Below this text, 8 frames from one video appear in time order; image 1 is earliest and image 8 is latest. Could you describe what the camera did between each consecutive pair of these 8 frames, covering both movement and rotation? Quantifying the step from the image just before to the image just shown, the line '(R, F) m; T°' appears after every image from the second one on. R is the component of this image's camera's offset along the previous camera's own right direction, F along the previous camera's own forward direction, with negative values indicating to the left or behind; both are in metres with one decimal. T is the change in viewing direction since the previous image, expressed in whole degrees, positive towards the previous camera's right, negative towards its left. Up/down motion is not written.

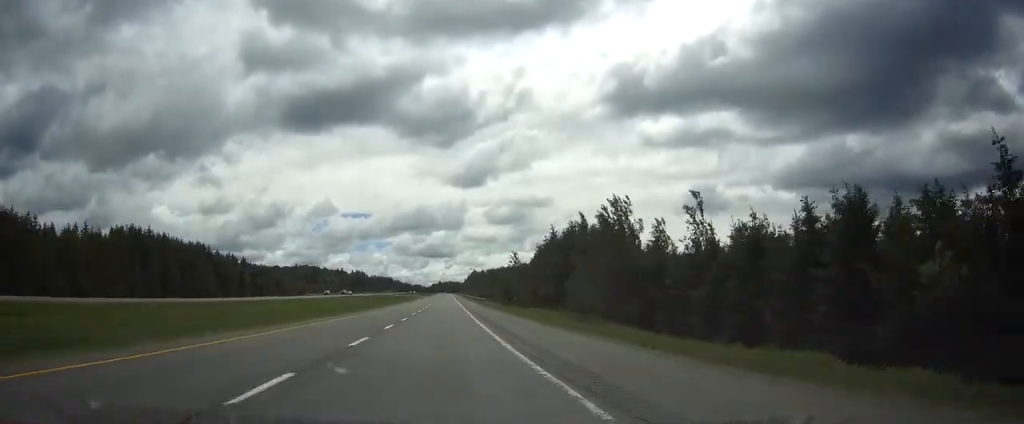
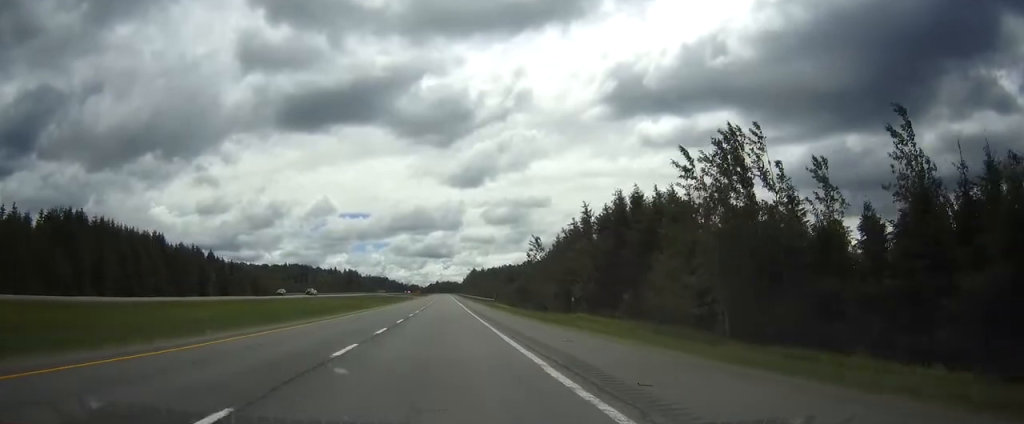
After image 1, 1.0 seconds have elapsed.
(-0.1, +30.7) m; 0°
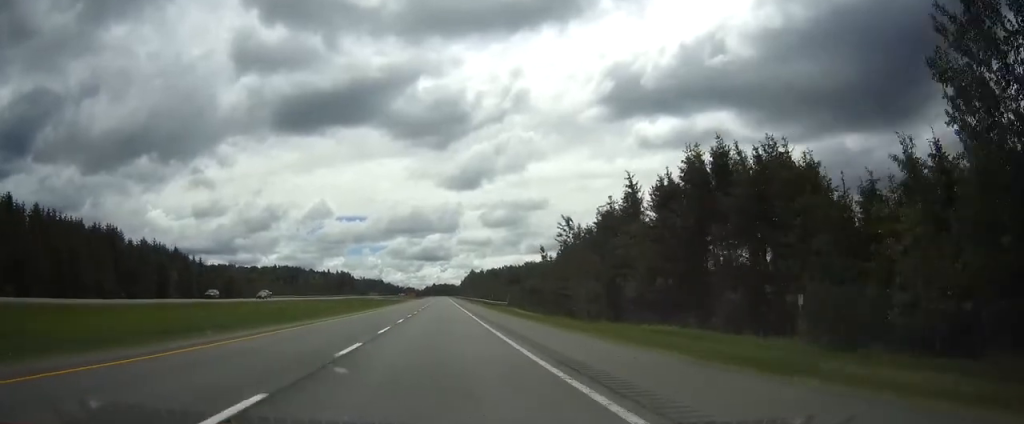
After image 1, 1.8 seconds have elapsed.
(+0.1, +24.6) m; 0°
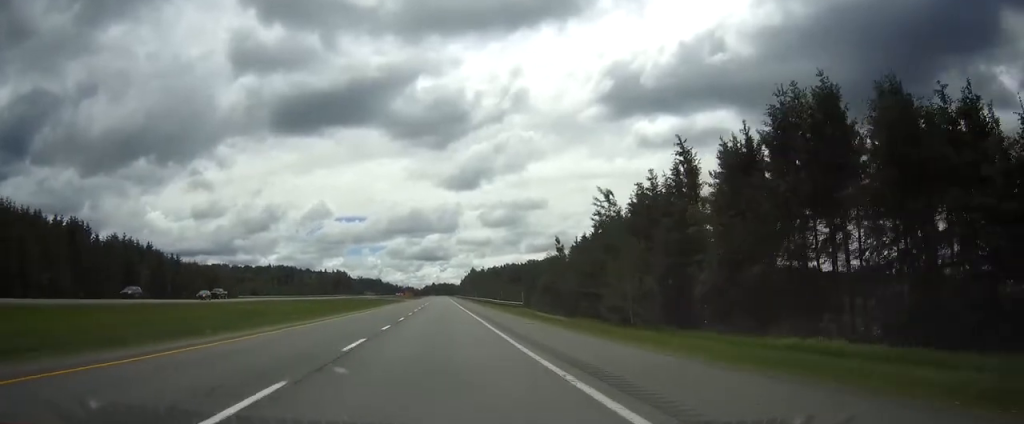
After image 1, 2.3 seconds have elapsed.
(0.0, +16.4) m; 0°
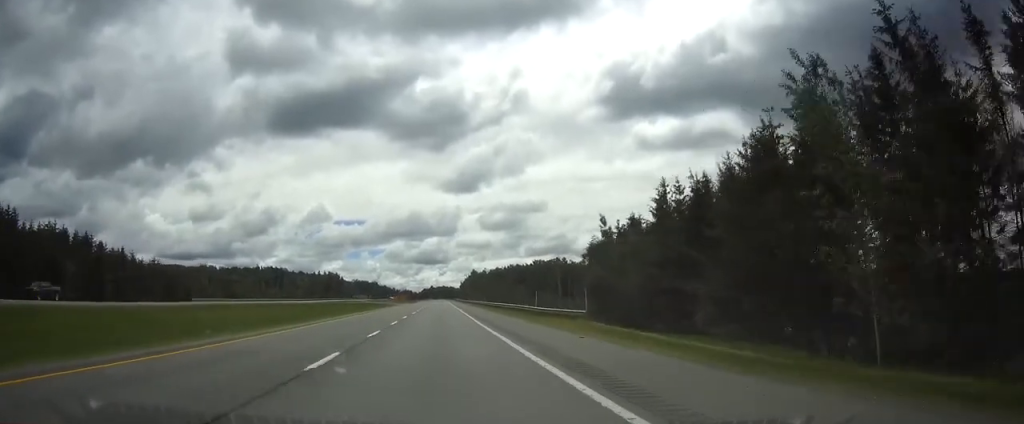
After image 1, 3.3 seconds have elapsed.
(0.0, +29.8) m; 0°
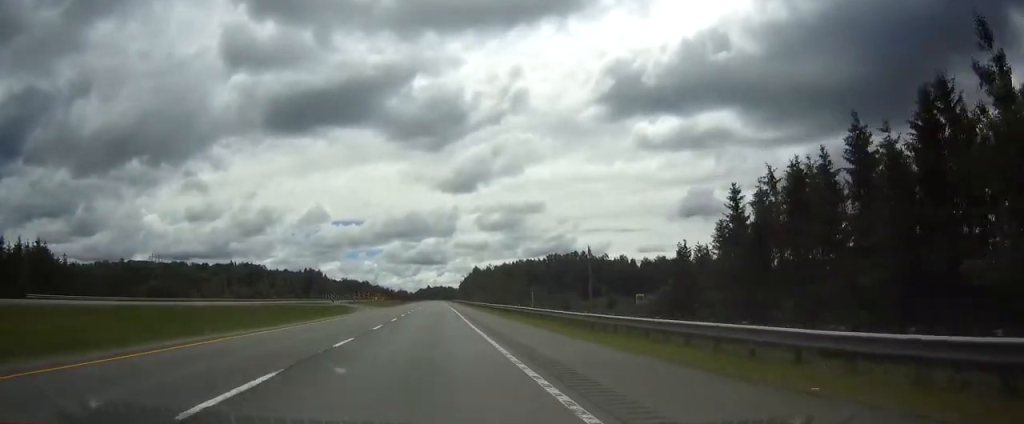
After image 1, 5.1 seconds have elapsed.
(+0.2, +56.6) m; +1°
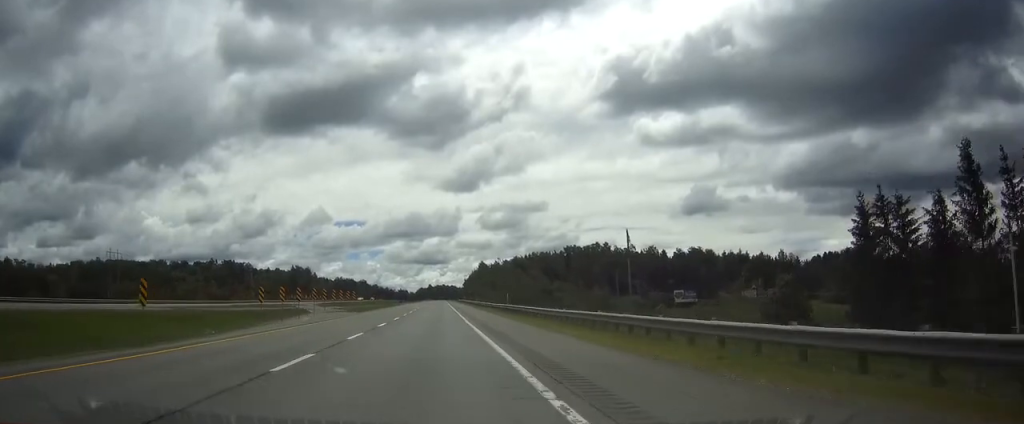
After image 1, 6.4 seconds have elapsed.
(0.0, +40.3) m; 0°
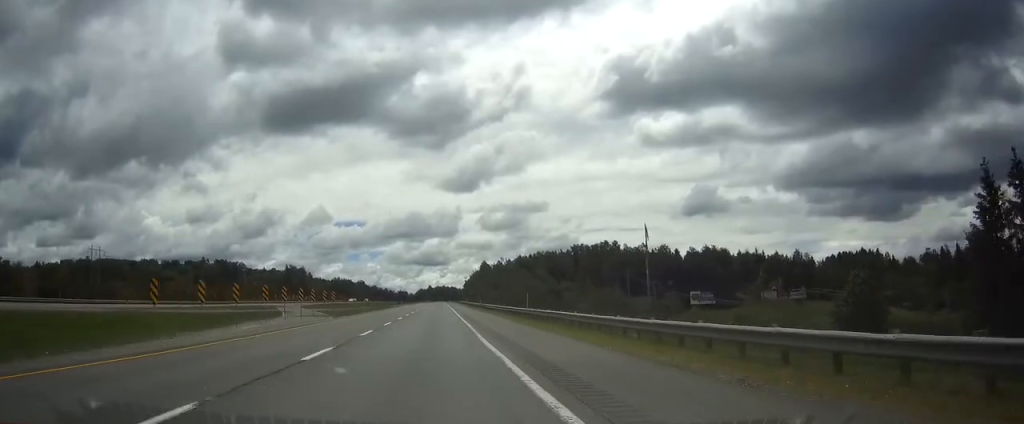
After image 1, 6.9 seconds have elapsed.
(0.0, +14.5) m; 0°
